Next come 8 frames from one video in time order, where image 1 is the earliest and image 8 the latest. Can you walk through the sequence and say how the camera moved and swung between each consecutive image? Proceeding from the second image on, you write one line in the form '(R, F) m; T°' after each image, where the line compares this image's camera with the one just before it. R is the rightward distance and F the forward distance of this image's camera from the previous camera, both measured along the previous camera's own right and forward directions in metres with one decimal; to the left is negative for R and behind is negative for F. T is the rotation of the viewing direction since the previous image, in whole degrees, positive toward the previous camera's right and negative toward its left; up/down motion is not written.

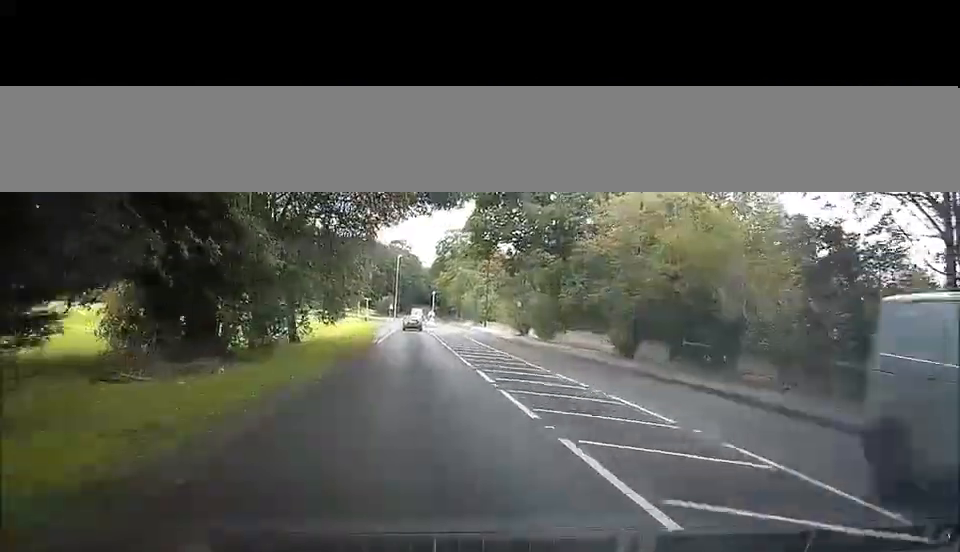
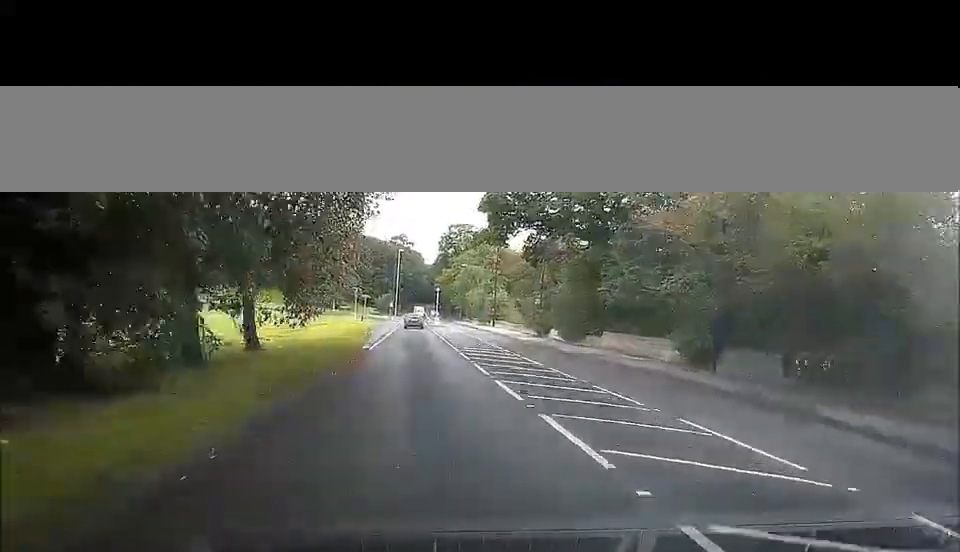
(0.0, +10.1) m; 0°
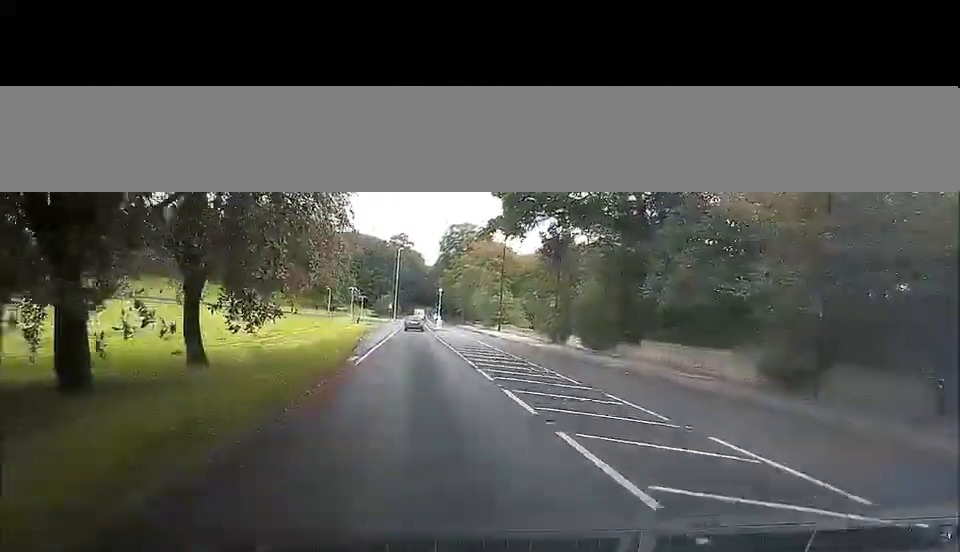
(0.0, +7.3) m; 0°
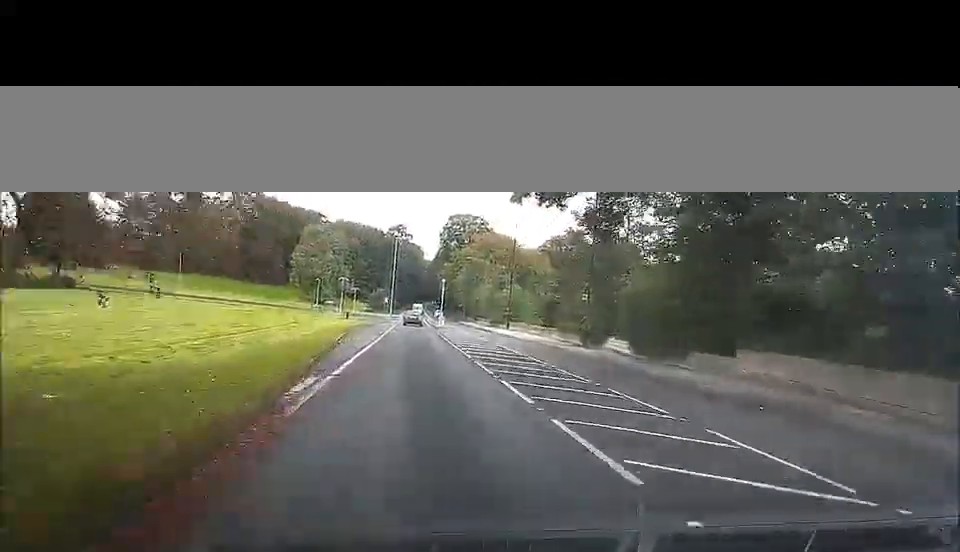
(-0.1, +11.6) m; +1°
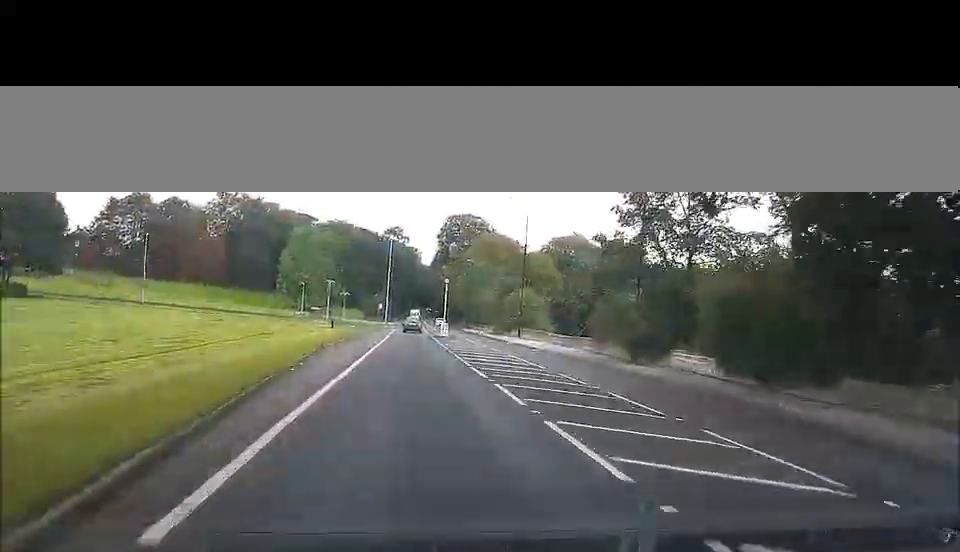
(+0.1, +11.6) m; +1°
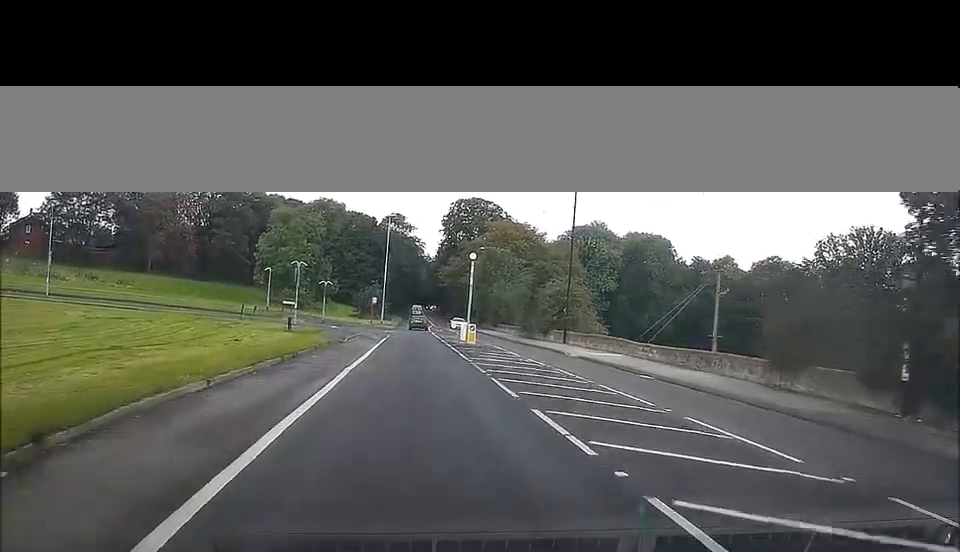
(+0.4, +22.6) m; +1°
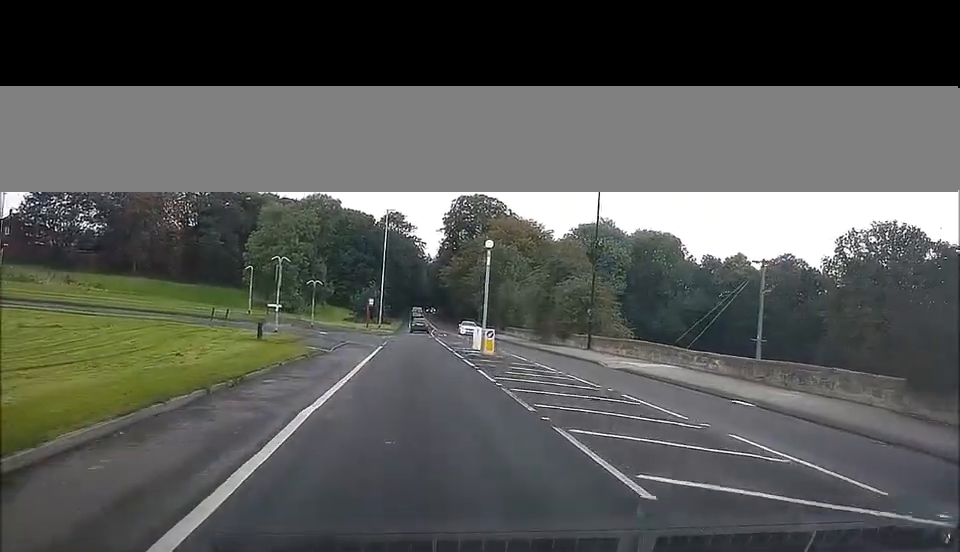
(0.0, +7.7) m; 0°
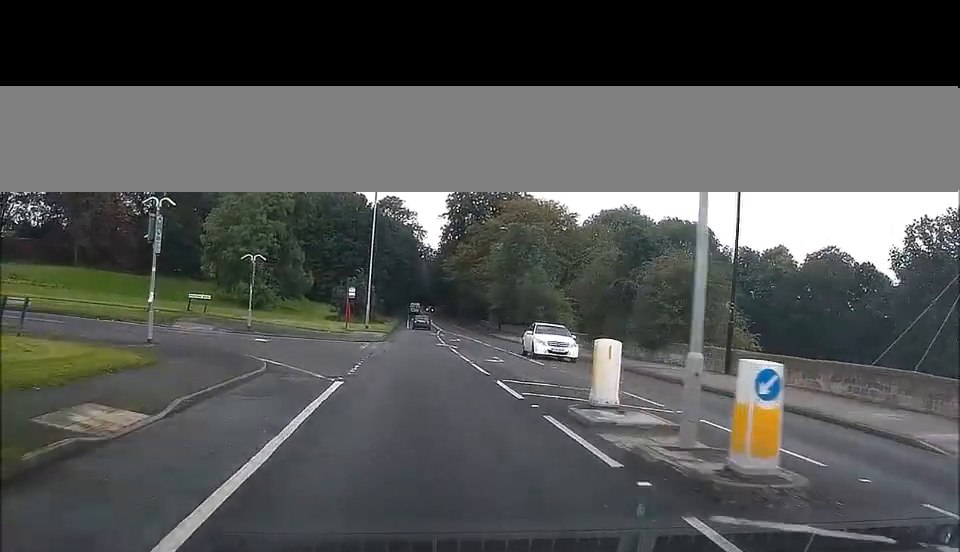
(-0.1, +22.8) m; 0°
